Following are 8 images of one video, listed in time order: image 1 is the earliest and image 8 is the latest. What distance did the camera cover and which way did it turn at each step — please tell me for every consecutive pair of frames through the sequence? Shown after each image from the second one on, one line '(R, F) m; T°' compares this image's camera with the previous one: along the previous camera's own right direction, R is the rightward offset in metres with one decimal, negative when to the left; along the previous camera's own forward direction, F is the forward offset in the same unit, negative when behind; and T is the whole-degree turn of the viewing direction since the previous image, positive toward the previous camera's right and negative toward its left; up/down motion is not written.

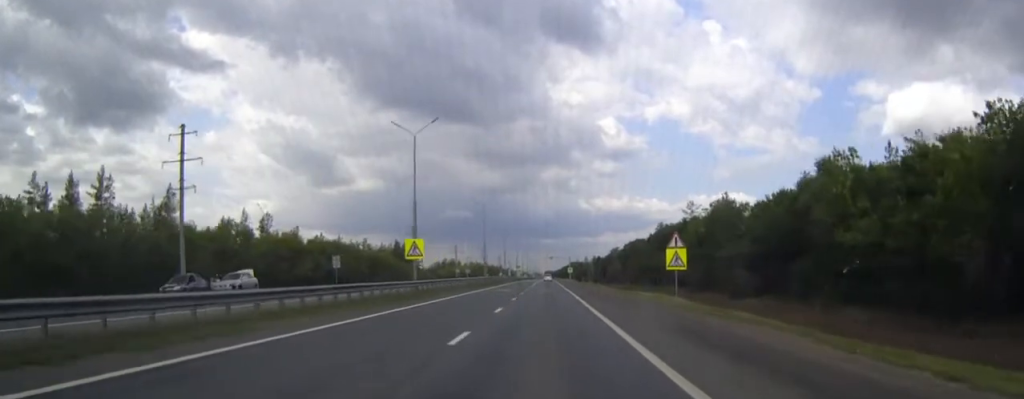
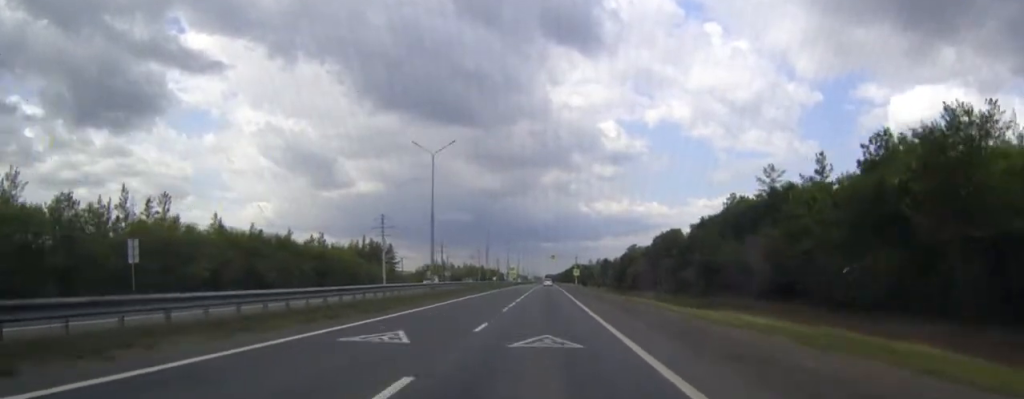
(0.0, +43.4) m; 0°
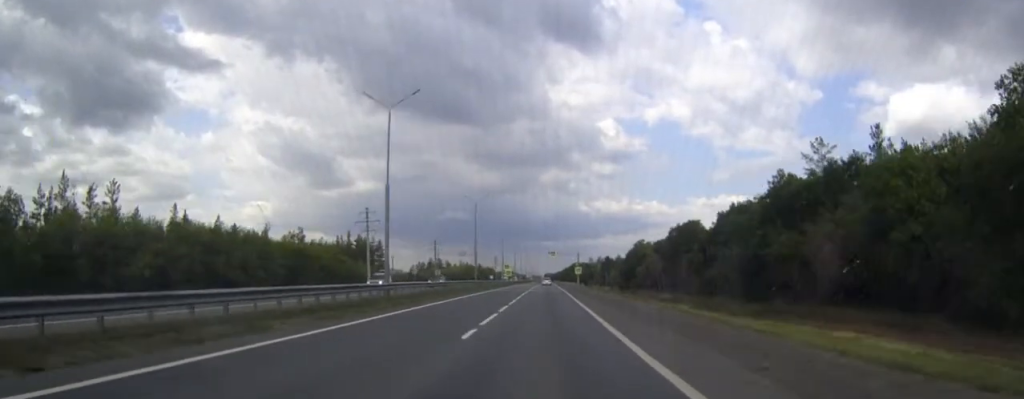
(0.0, +14.7) m; 0°
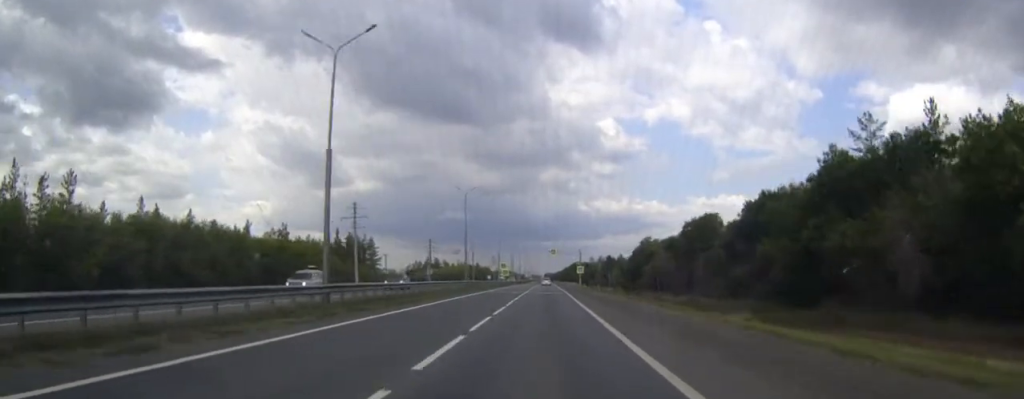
(0.0, +10.6) m; 0°
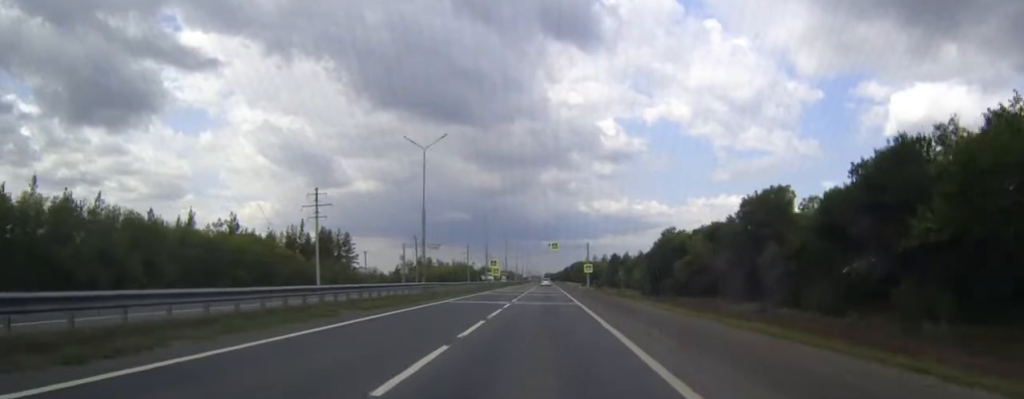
(-0.1, +26.3) m; 0°
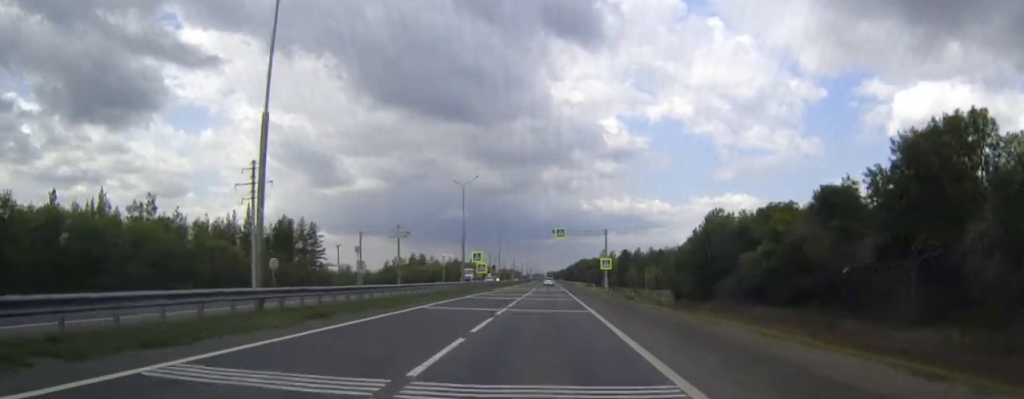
(0.0, +30.2) m; 0°
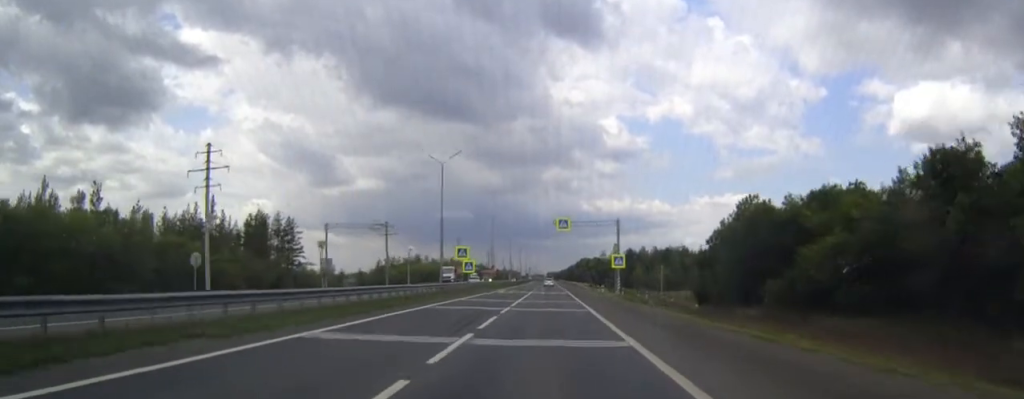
(0.0, +14.4) m; 0°
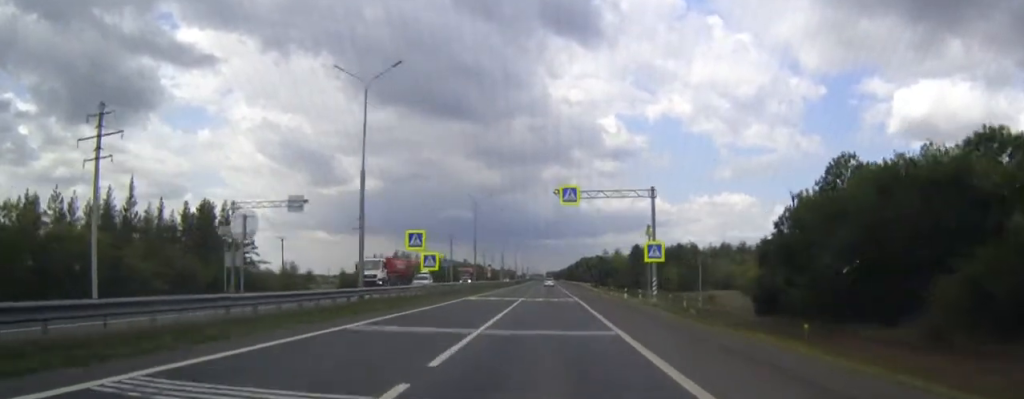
(-0.1, +24.1) m; 0°
